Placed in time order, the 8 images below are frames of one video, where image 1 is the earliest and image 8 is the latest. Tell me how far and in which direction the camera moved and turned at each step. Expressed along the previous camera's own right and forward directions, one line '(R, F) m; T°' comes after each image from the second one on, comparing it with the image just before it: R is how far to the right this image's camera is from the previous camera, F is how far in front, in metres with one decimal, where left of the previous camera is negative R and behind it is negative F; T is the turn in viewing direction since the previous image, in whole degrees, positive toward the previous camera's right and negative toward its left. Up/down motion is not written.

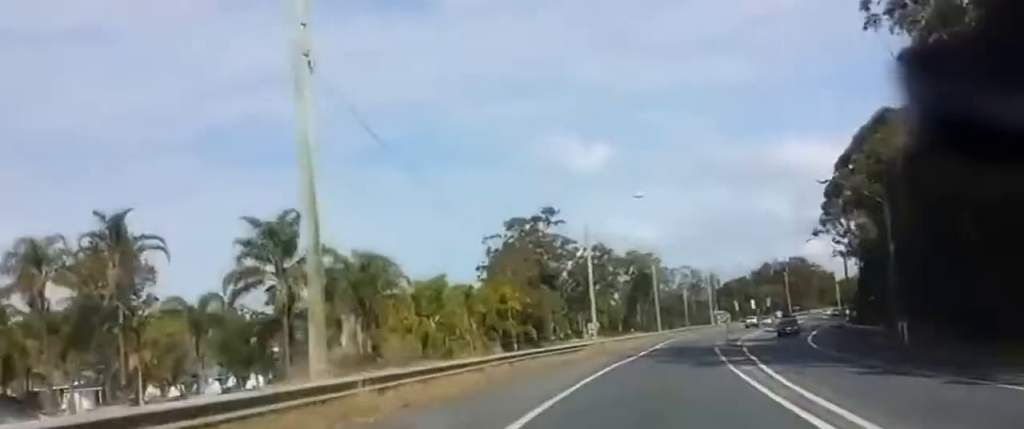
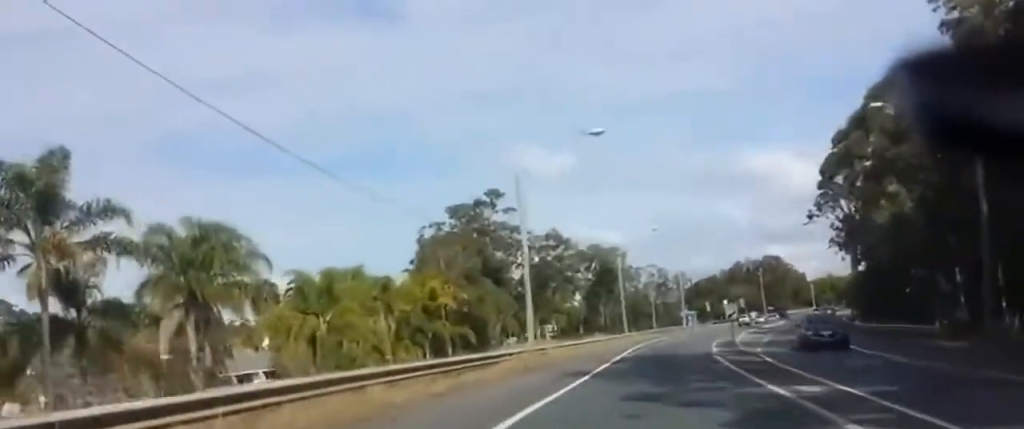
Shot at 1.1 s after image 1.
(+0.7, +19.5) m; +3°
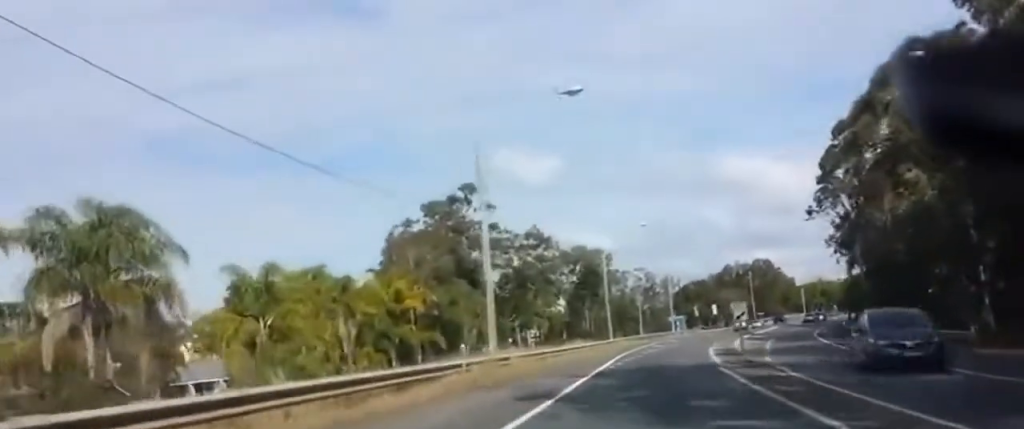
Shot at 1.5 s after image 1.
(+0.1, +7.3) m; +1°
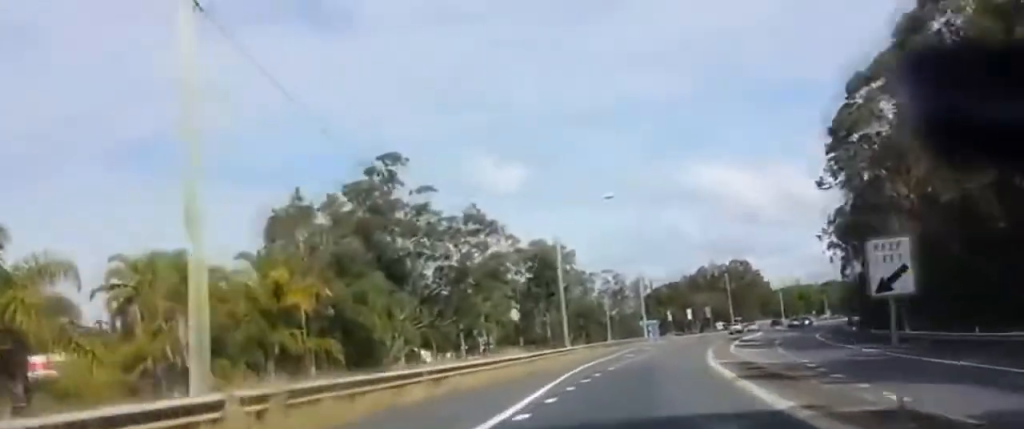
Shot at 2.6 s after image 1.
(+0.2, +19.8) m; +2°
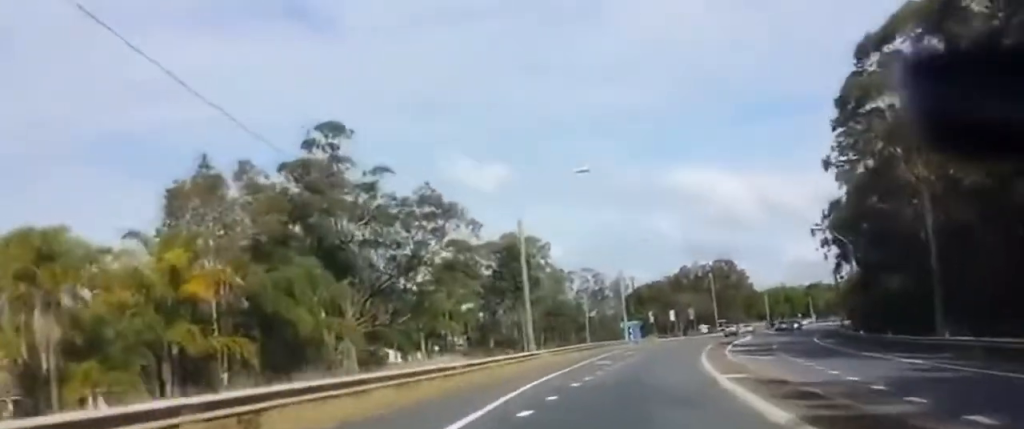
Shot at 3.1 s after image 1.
(+0.1, +10.0) m; +1°
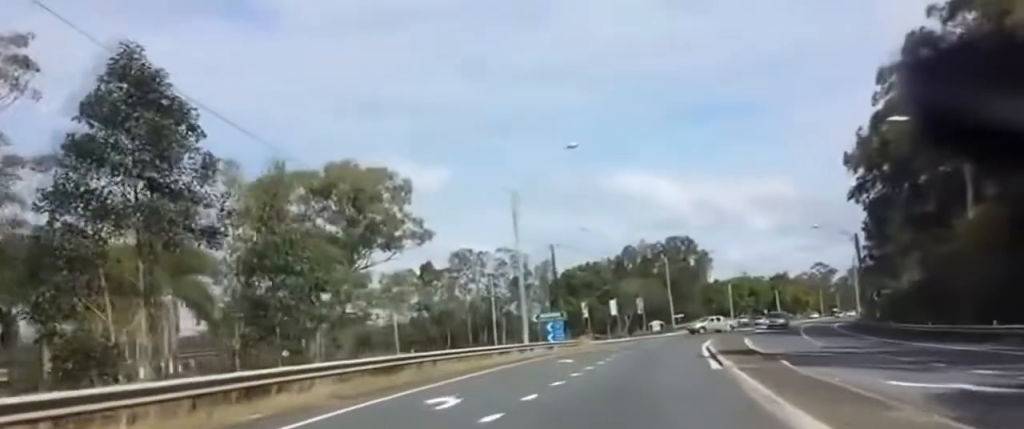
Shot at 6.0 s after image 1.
(+0.6, +49.2) m; +1°
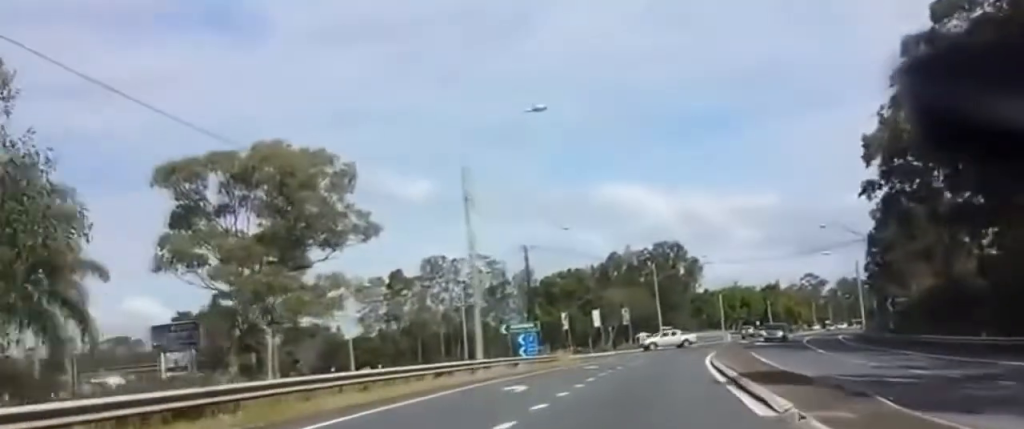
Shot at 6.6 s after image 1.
(0.0, +11.5) m; +1°
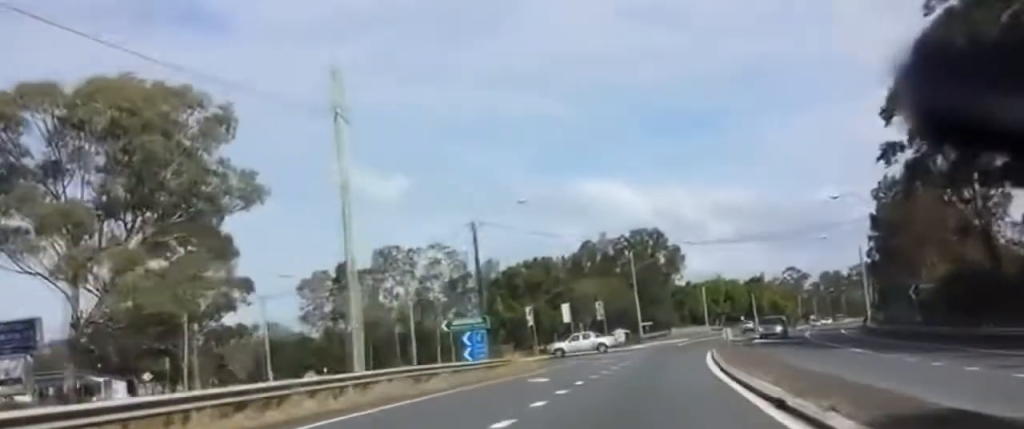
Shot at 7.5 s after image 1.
(+0.2, +15.6) m; +2°
